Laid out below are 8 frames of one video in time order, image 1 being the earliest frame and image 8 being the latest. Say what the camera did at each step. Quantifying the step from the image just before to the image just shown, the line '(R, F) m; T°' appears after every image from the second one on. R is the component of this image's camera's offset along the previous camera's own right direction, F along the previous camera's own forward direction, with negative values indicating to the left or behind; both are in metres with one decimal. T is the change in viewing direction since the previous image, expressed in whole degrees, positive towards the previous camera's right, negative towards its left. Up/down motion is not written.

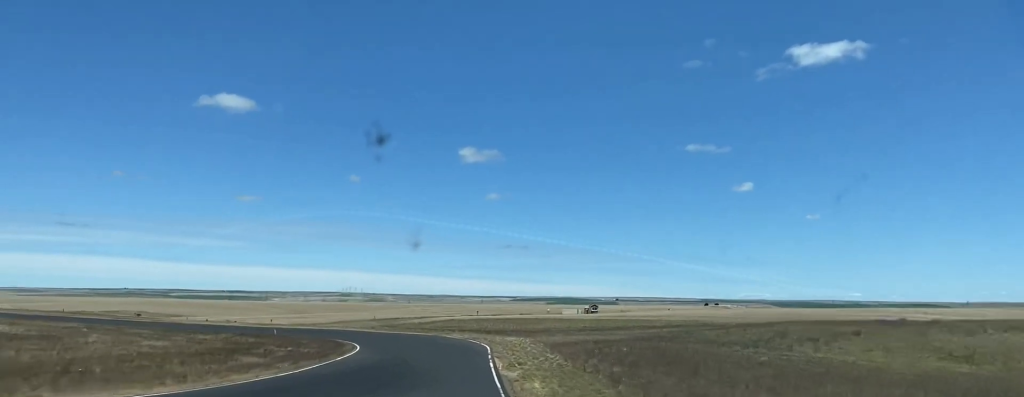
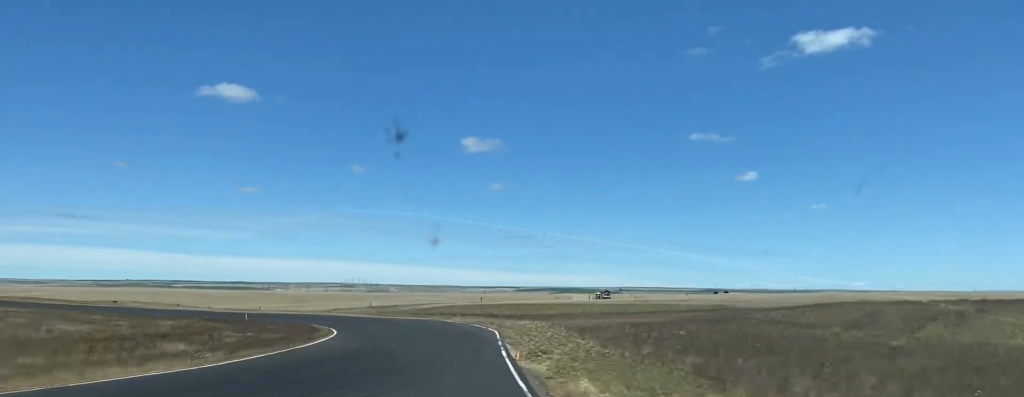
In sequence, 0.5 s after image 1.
(-0.1, +12.1) m; -1°
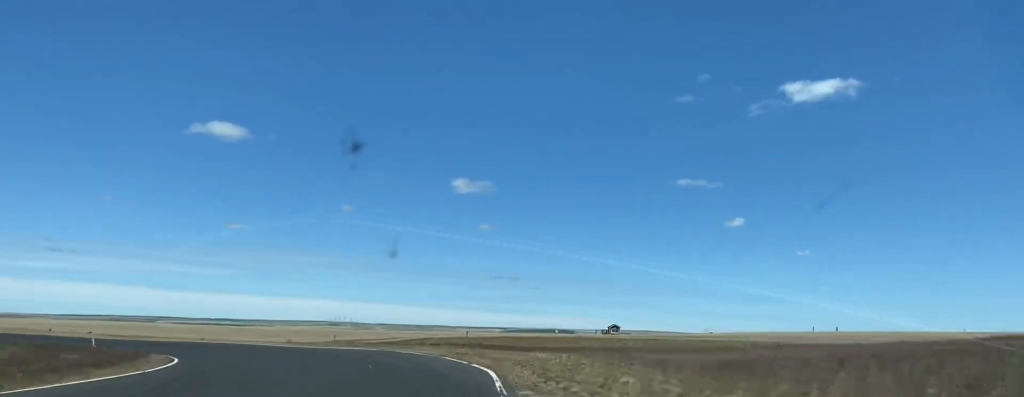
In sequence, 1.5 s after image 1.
(-0.4, +28.1) m; -6°
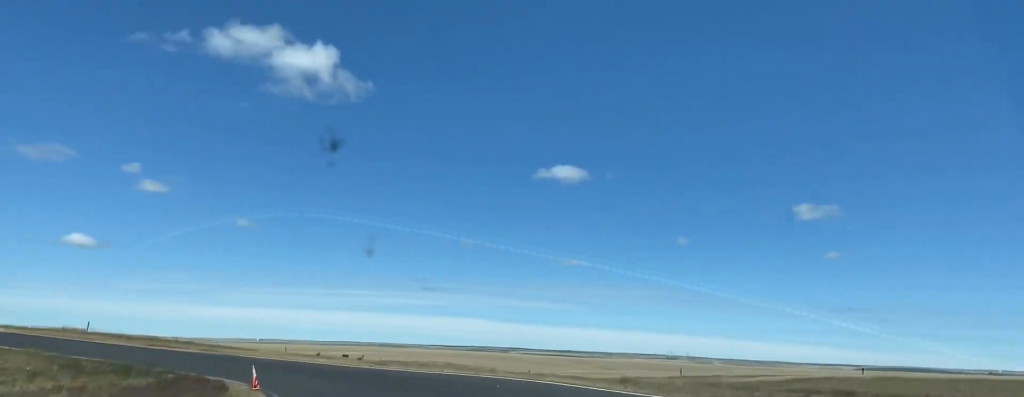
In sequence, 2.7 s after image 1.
(-4.9, +33.2) m; -18°
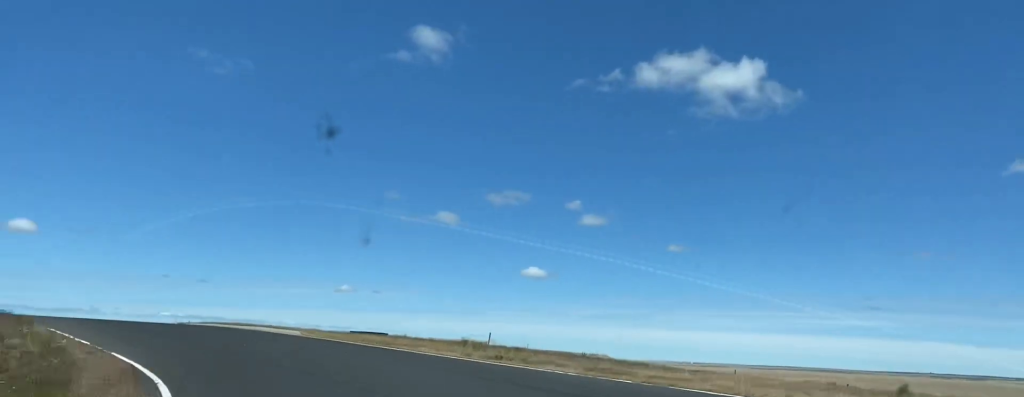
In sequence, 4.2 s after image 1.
(-6.5, +43.8) m; -25°
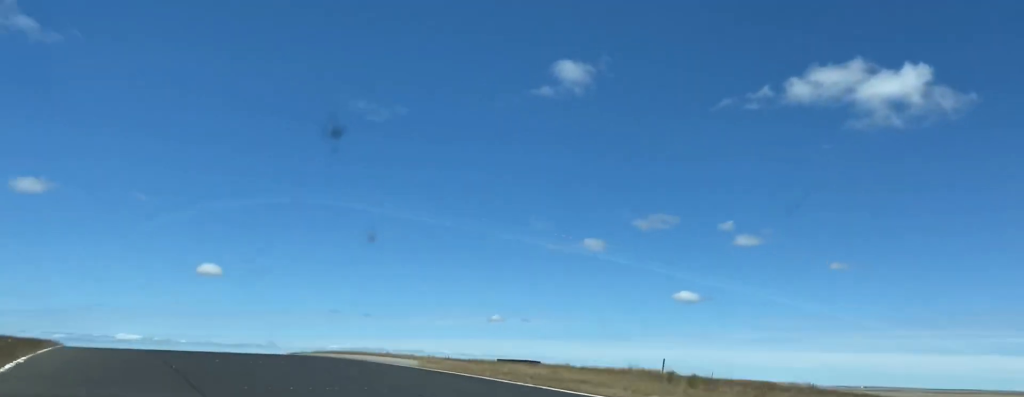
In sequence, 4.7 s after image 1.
(-3.6, +15.4) m; -11°
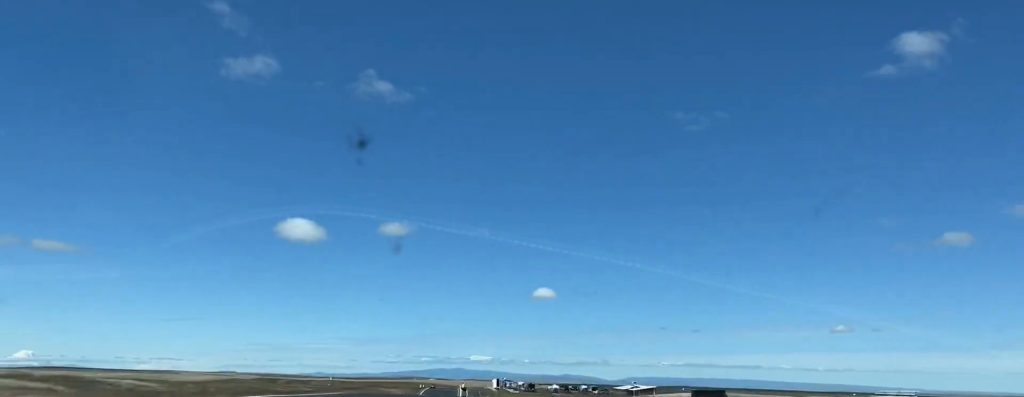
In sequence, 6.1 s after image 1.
(-11.7, +45.3) m; -23°
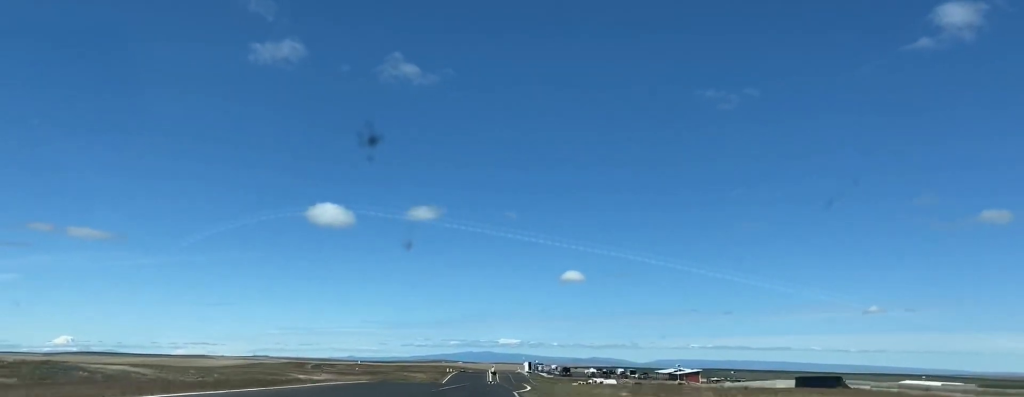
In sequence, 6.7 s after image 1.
(-1.4, +20.7) m; -3°
